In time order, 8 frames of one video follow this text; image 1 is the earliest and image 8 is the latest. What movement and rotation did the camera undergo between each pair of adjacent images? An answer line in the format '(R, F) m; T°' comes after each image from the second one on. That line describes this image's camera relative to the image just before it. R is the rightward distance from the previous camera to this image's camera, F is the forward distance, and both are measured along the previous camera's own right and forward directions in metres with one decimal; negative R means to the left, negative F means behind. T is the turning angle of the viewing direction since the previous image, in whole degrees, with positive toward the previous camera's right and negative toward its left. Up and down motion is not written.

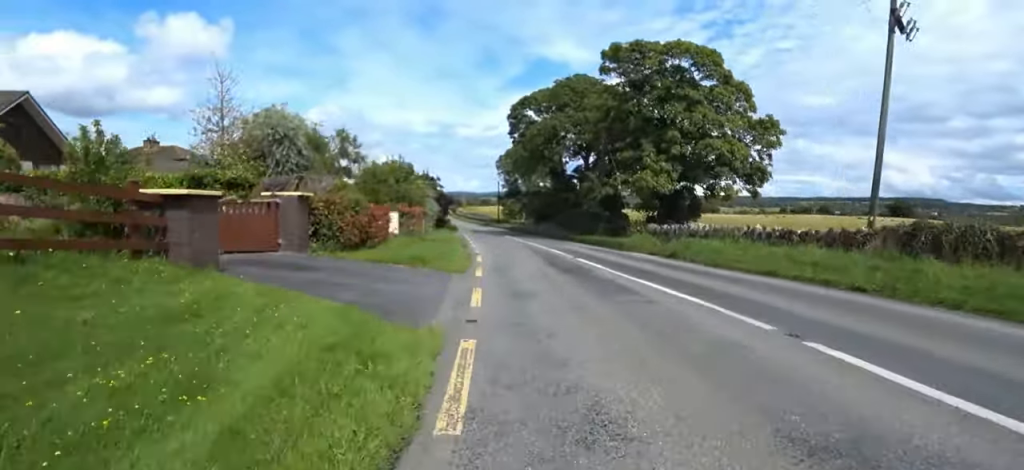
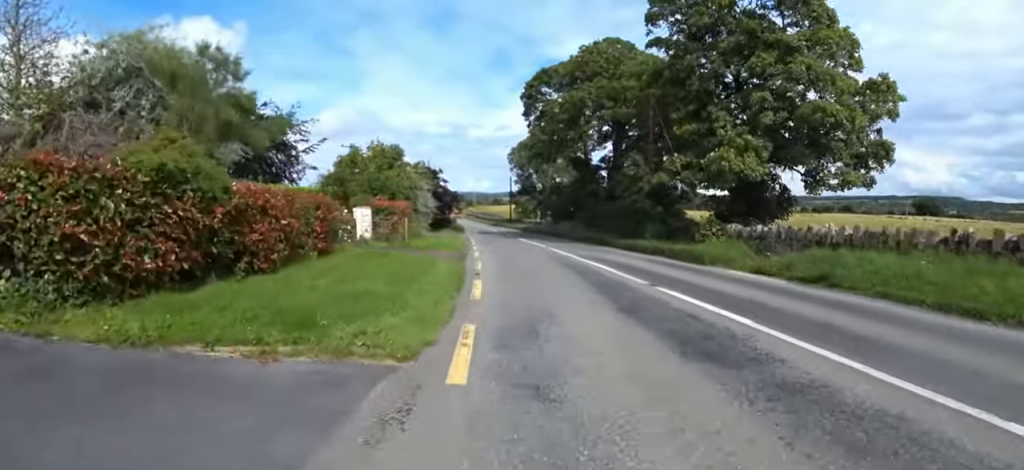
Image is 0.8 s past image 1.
(+0.3, +7.2) m; 0°
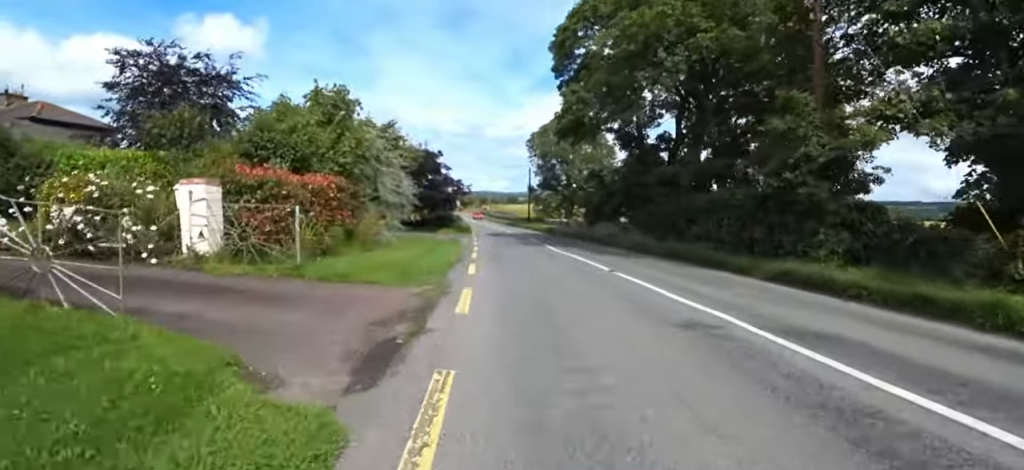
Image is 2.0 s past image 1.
(-0.3, +10.3) m; -2°
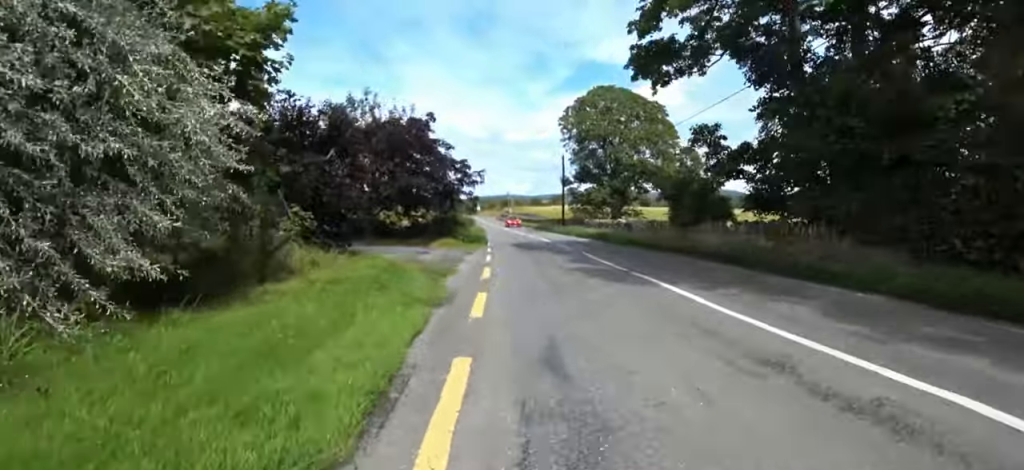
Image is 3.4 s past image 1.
(+0.2, +12.3) m; +1°
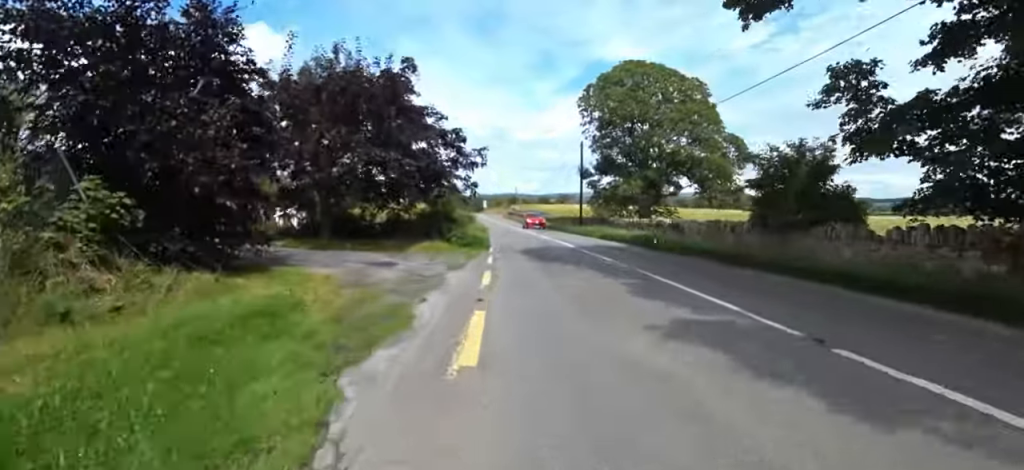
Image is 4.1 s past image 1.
(0.0, +6.1) m; -1°
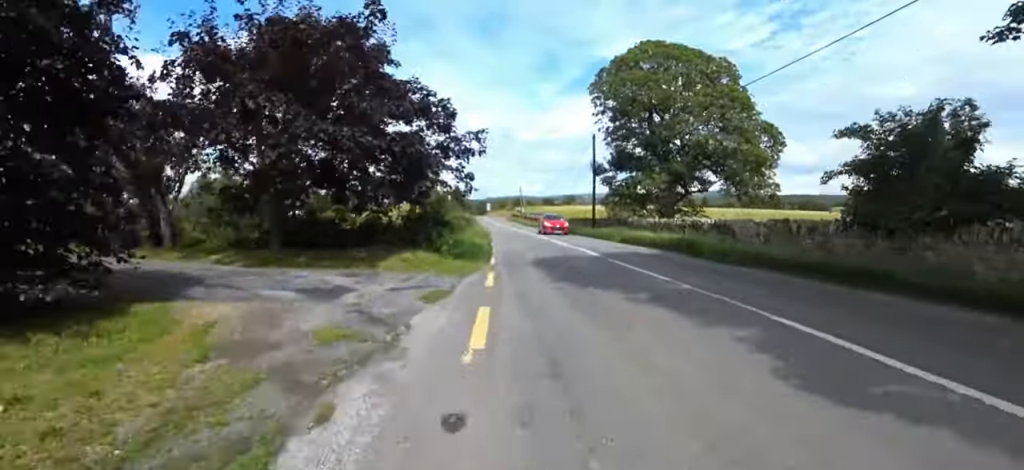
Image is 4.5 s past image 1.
(-0.1, +3.7) m; -1°
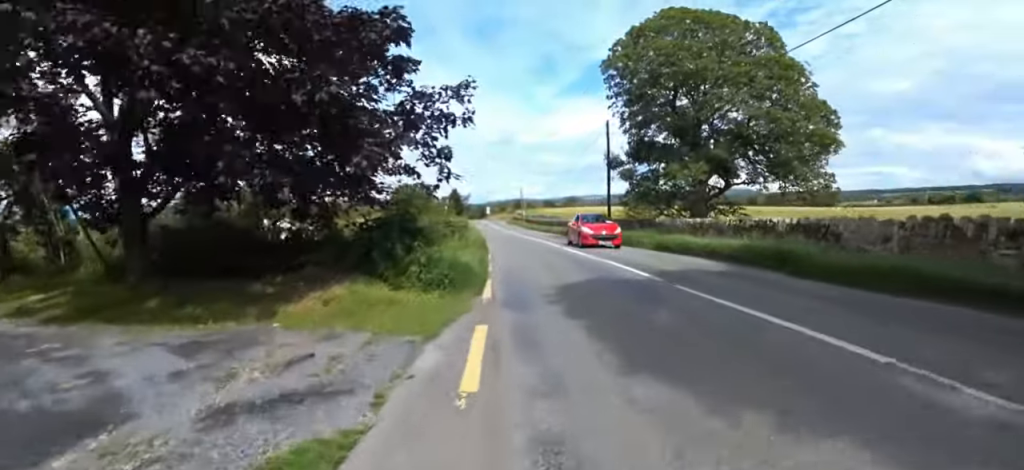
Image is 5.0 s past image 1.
(-0.1, +4.7) m; -1°
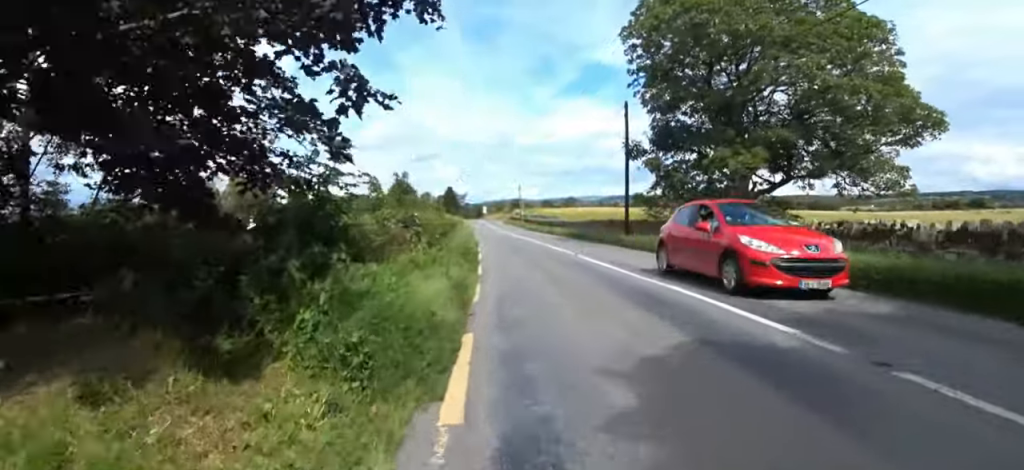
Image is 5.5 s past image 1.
(0.0, +4.5) m; 0°
